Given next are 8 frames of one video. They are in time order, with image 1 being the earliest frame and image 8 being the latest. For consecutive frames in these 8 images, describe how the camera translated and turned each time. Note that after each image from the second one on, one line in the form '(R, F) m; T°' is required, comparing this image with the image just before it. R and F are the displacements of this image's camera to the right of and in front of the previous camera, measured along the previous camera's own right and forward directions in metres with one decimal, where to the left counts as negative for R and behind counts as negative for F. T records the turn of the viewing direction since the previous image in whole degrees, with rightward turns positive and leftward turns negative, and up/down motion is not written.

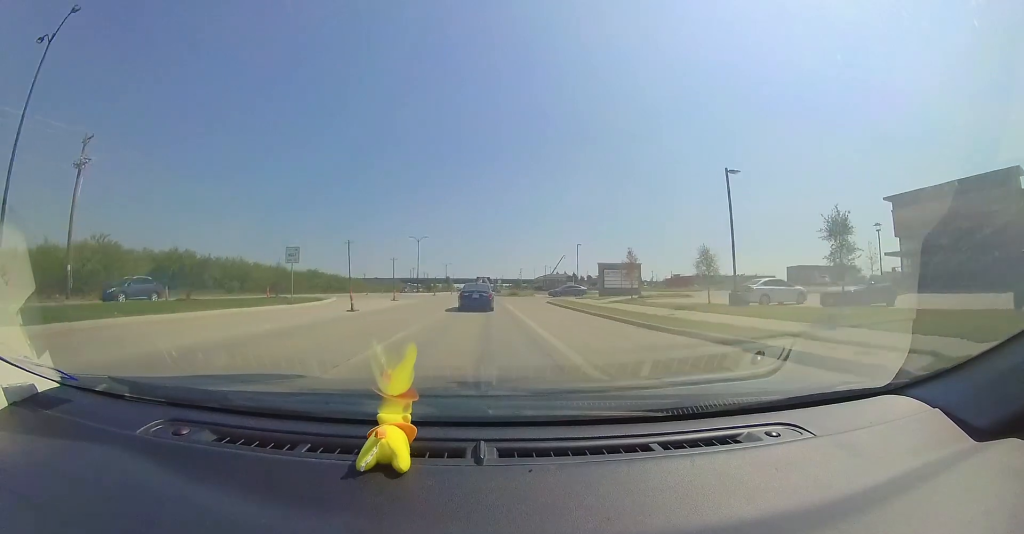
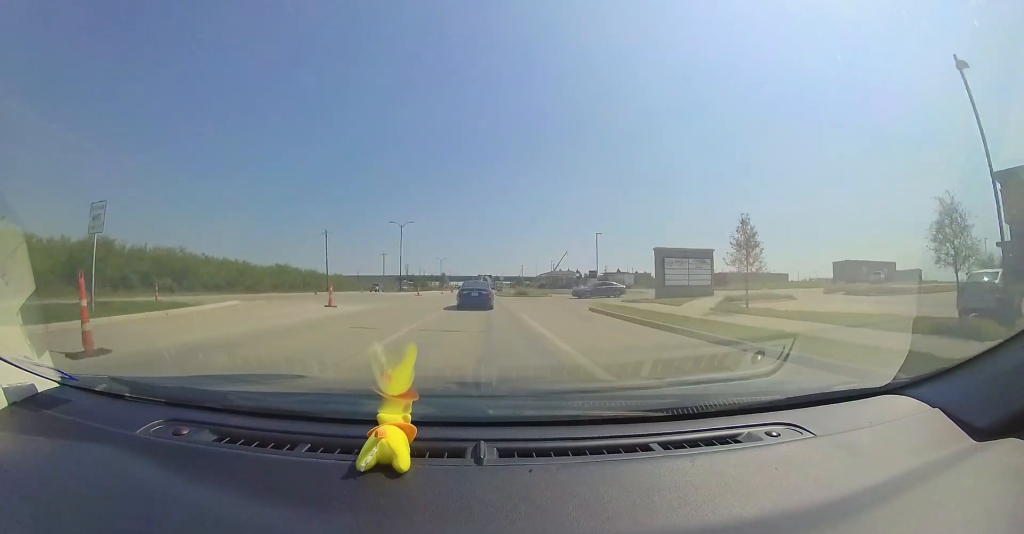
(0.0, +11.8) m; -1°
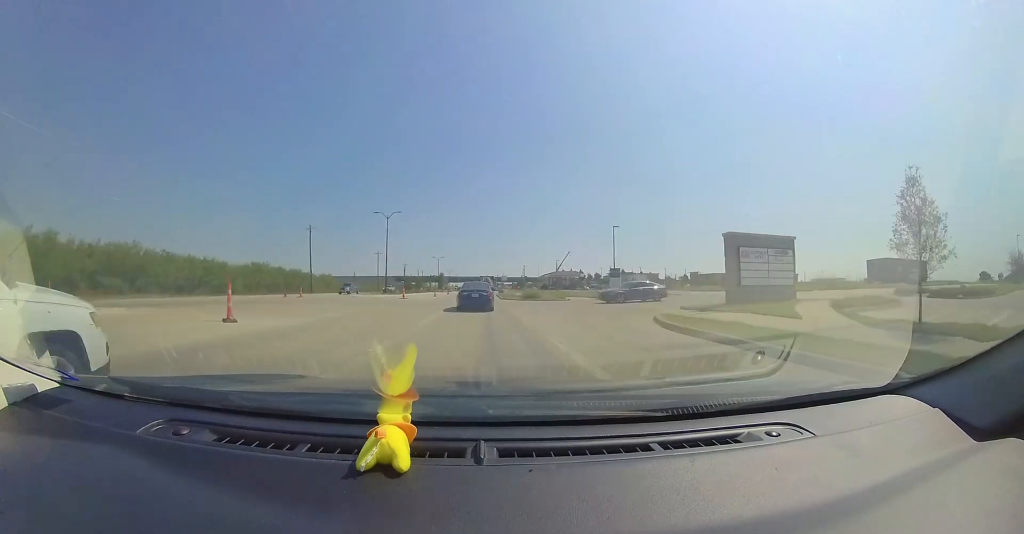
(-0.1, +7.2) m; -1°
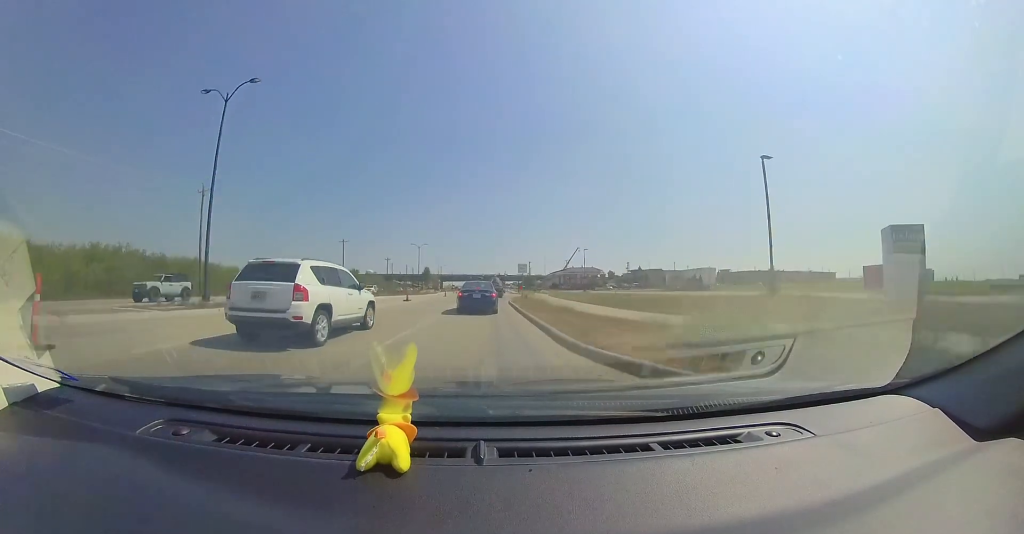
(-0.2, +27.8) m; 0°
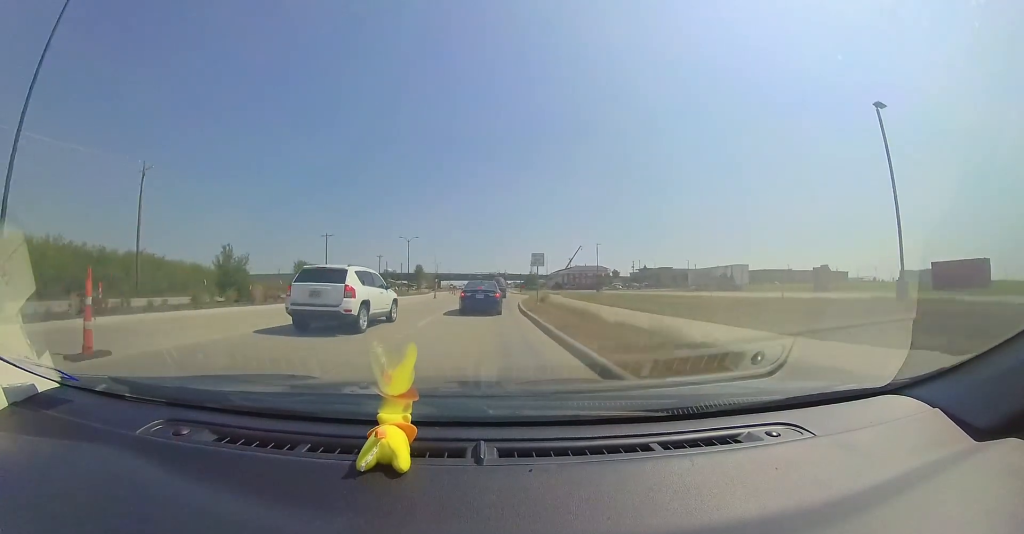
(0.0, +8.7) m; 0°
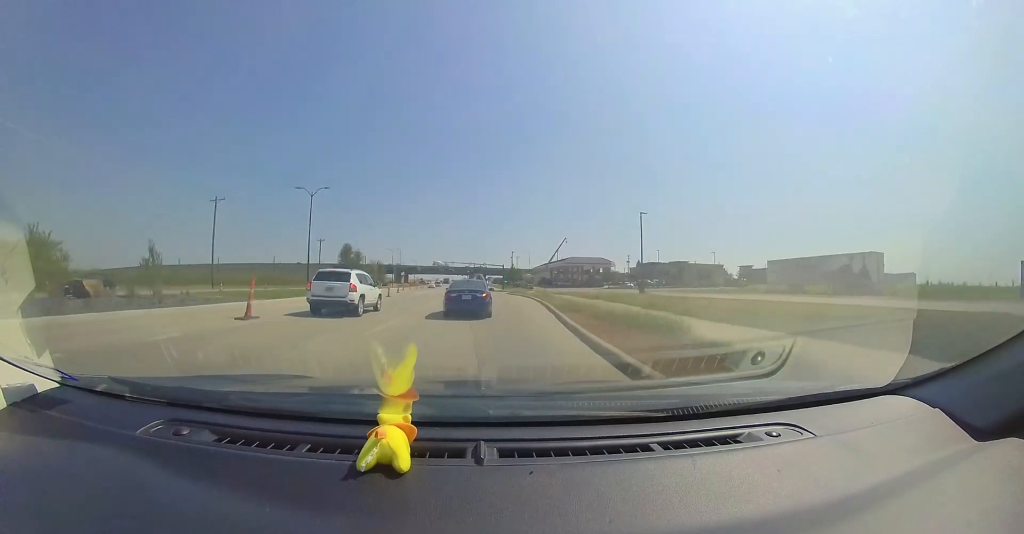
(+0.4, +26.3) m; +5°
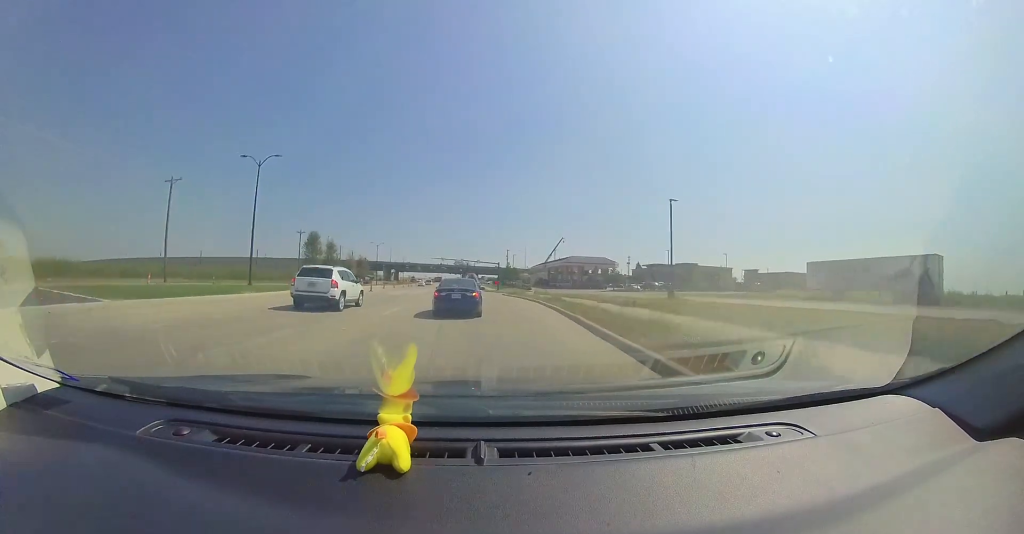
(+0.5, +7.5) m; +2°
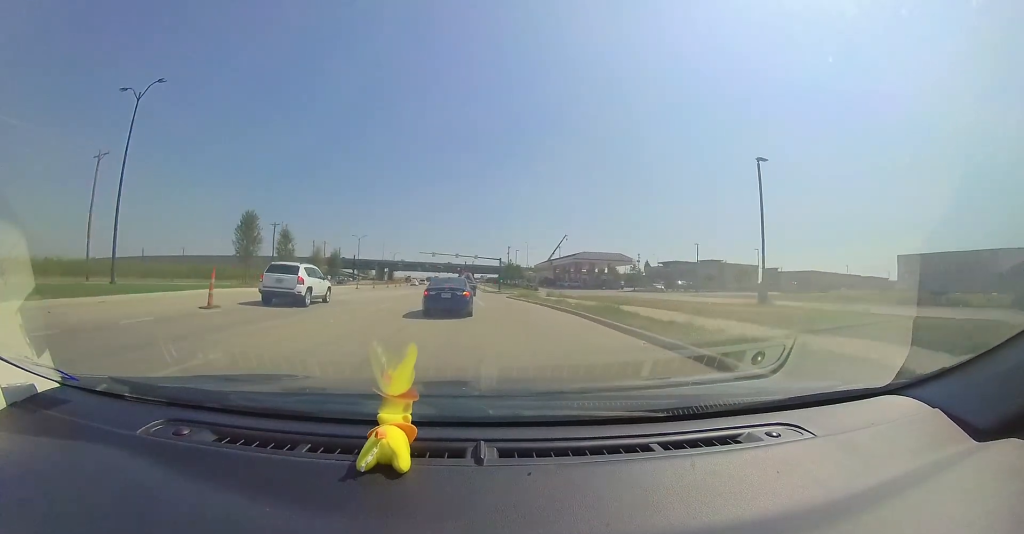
(0.0, +11.0) m; 0°
